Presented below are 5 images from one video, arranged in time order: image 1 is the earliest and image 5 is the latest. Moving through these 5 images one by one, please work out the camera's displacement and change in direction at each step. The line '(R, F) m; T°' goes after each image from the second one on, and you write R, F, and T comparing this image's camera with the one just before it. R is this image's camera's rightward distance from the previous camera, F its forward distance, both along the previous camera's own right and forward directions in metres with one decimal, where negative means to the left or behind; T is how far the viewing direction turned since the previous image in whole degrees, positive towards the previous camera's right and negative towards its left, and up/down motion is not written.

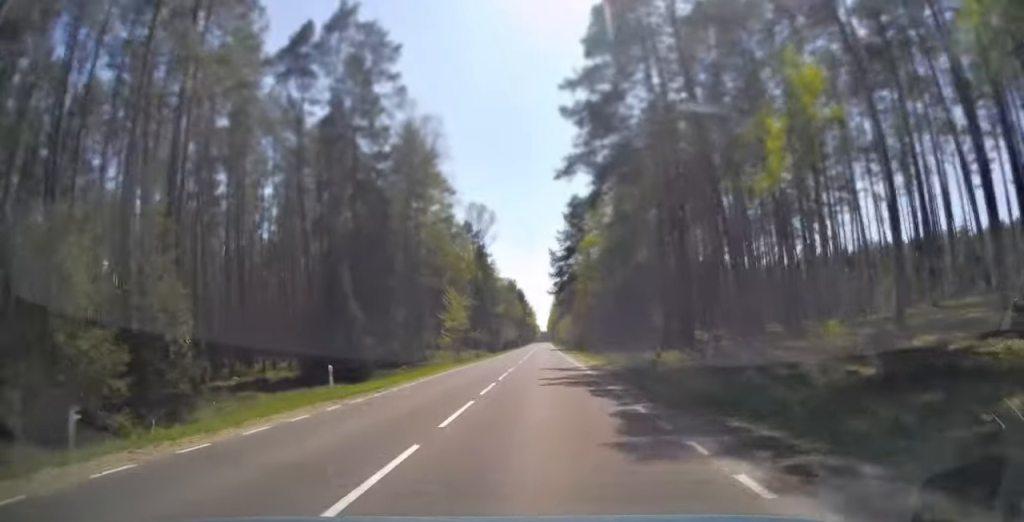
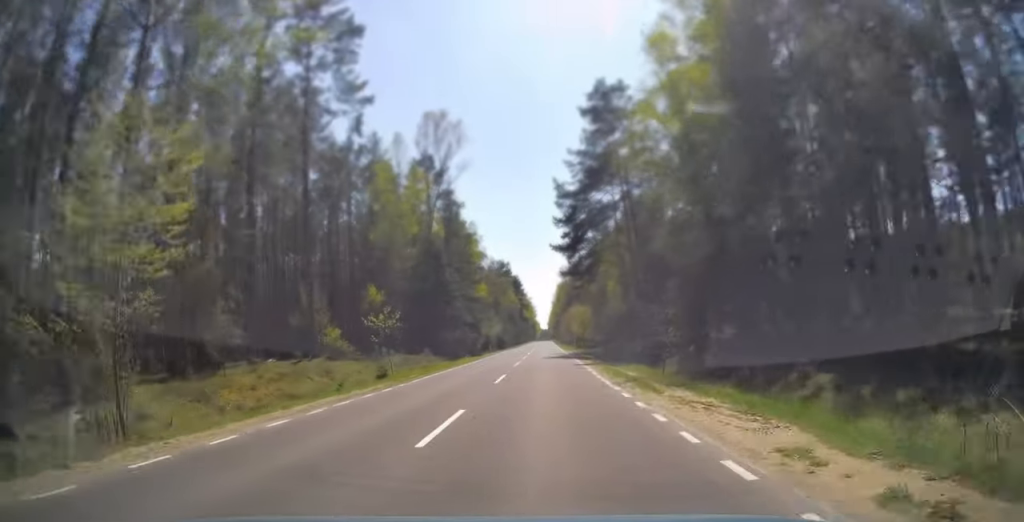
(0.0, +43.4) m; 0°
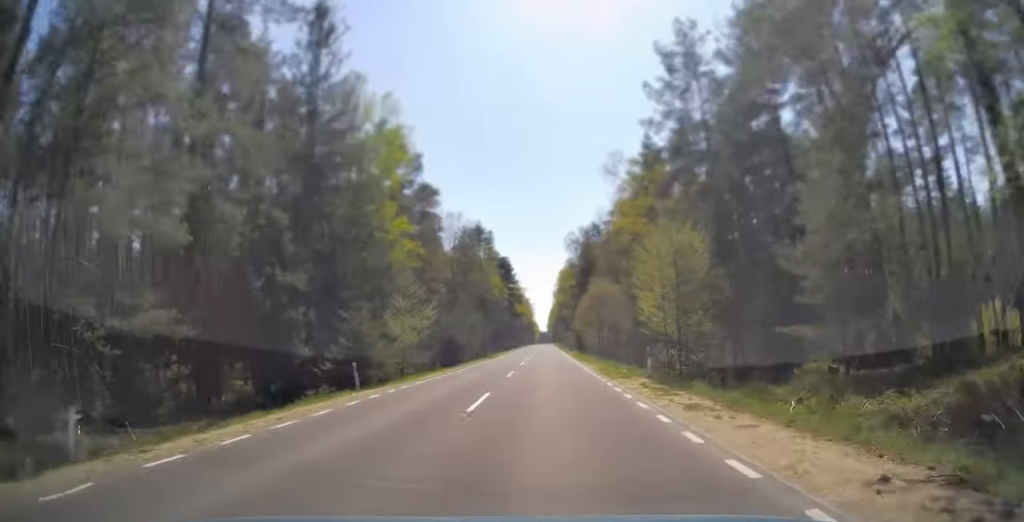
(0.0, +53.9) m; 0°
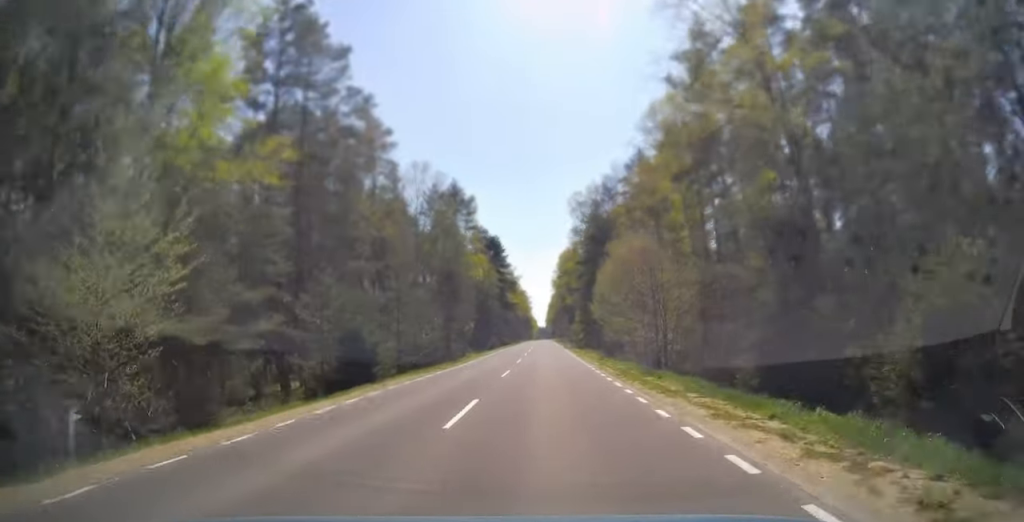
(0.0, +26.0) m; 0°
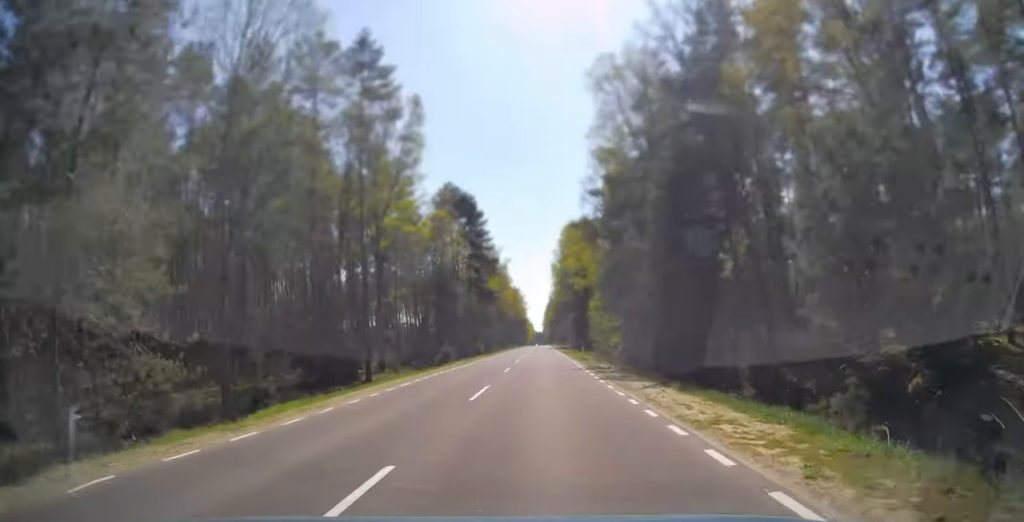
(+0.1, +41.6) m; 0°
